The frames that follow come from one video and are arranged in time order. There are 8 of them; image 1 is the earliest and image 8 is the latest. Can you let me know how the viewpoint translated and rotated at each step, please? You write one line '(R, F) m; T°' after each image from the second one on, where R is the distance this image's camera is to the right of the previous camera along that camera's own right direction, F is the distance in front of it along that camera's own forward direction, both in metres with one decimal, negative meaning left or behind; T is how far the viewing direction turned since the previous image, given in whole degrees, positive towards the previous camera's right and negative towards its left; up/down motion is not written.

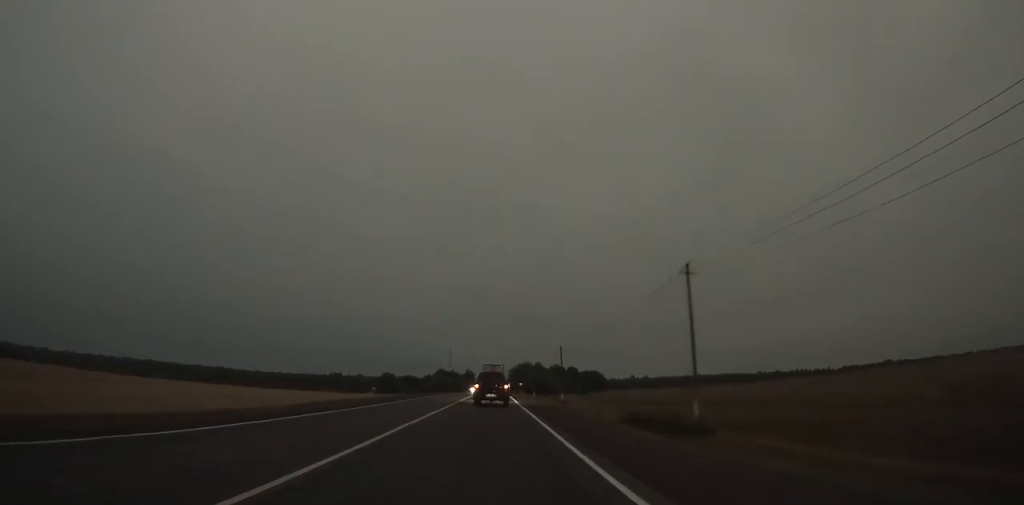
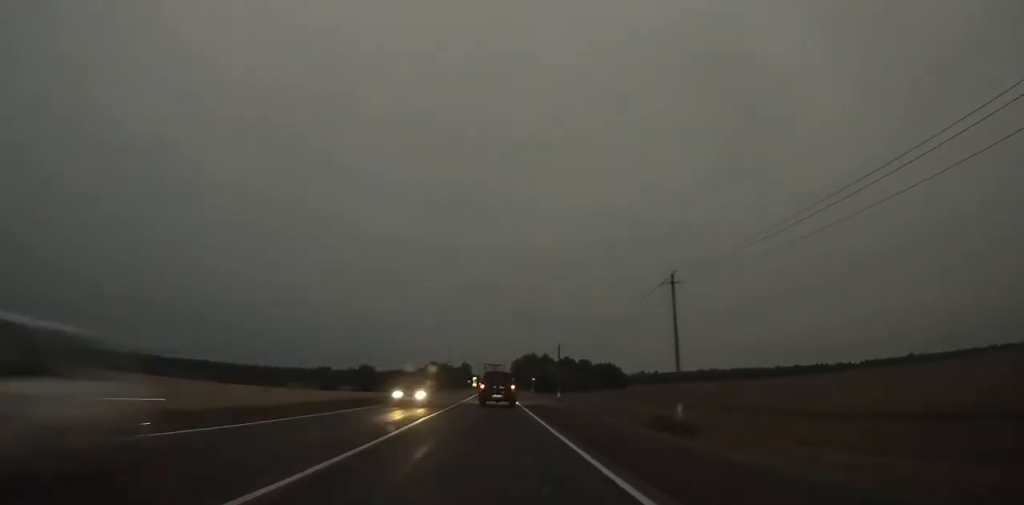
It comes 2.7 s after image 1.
(+0.2, +58.2) m; 0°
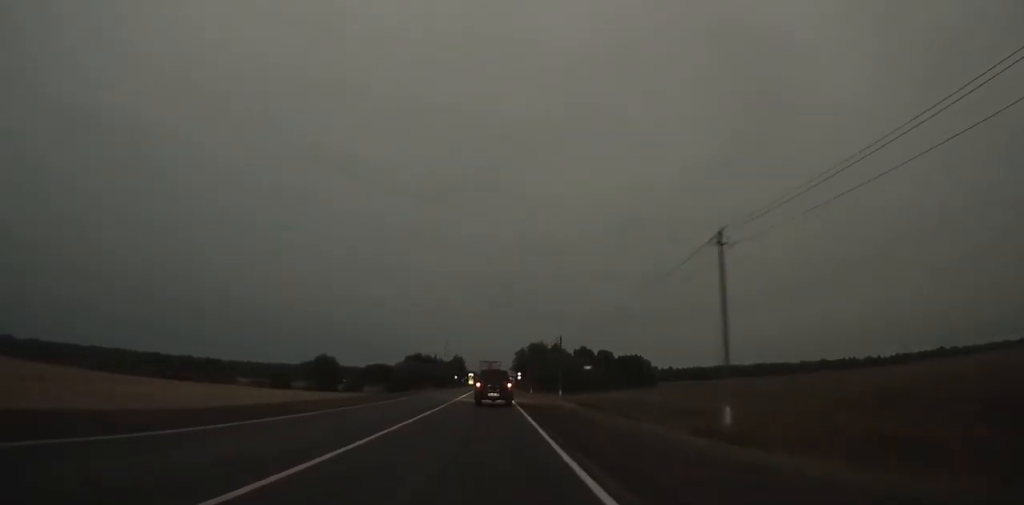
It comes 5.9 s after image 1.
(+0.1, +68.4) m; 0°
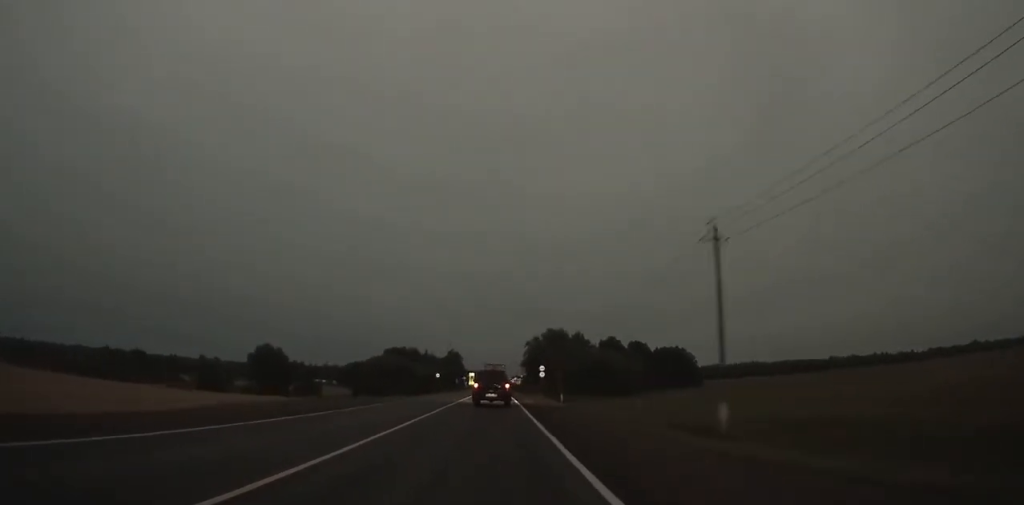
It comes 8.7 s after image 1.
(-0.2, +59.5) m; 0°
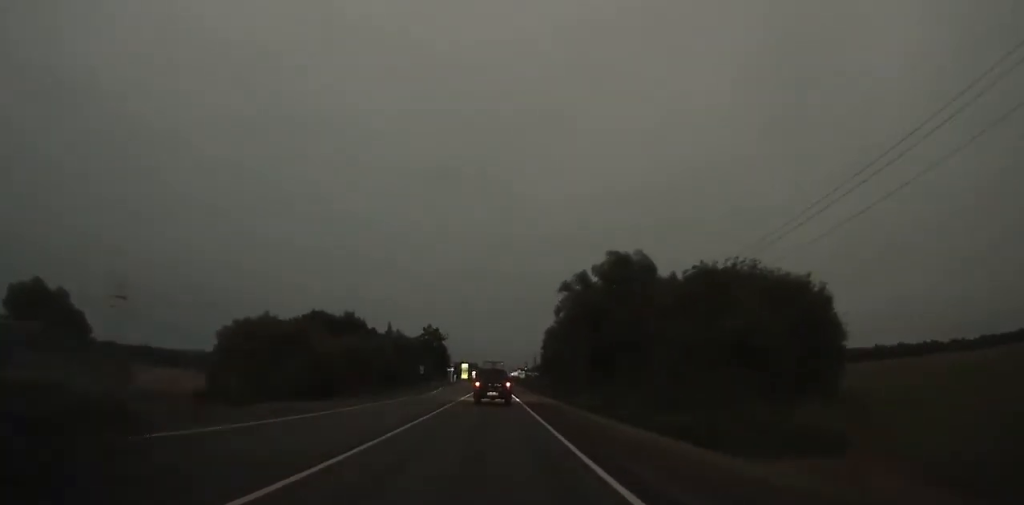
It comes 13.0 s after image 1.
(-0.1, +90.7) m; 0°
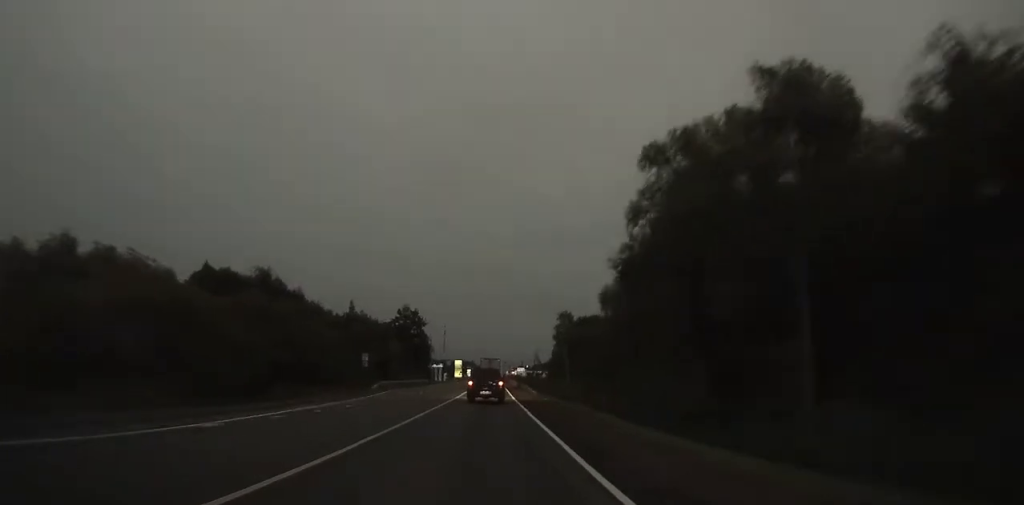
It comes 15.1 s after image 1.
(0.0, +43.8) m; 0°
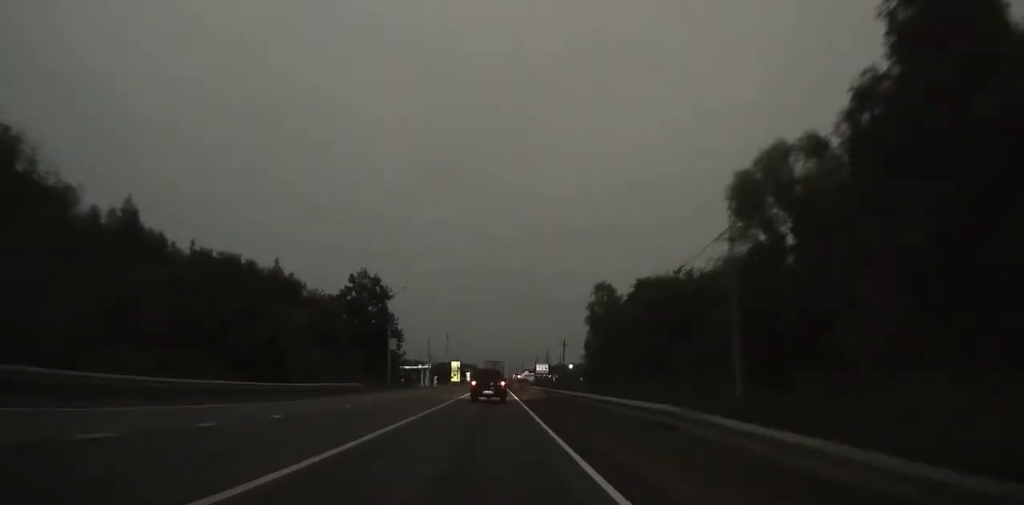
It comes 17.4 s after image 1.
(+0.1, +47.6) m; 0°
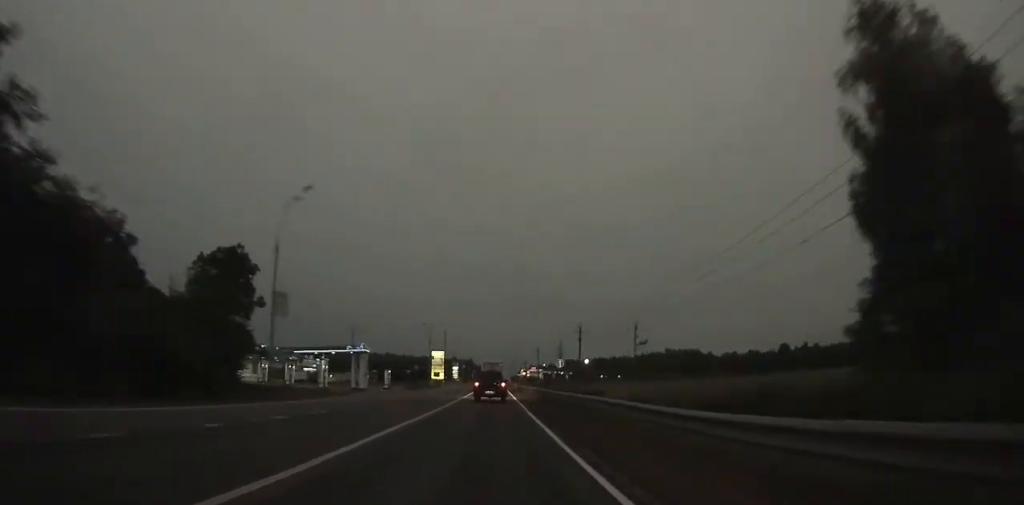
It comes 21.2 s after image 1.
(-0.2, +77.0) m; 0°
